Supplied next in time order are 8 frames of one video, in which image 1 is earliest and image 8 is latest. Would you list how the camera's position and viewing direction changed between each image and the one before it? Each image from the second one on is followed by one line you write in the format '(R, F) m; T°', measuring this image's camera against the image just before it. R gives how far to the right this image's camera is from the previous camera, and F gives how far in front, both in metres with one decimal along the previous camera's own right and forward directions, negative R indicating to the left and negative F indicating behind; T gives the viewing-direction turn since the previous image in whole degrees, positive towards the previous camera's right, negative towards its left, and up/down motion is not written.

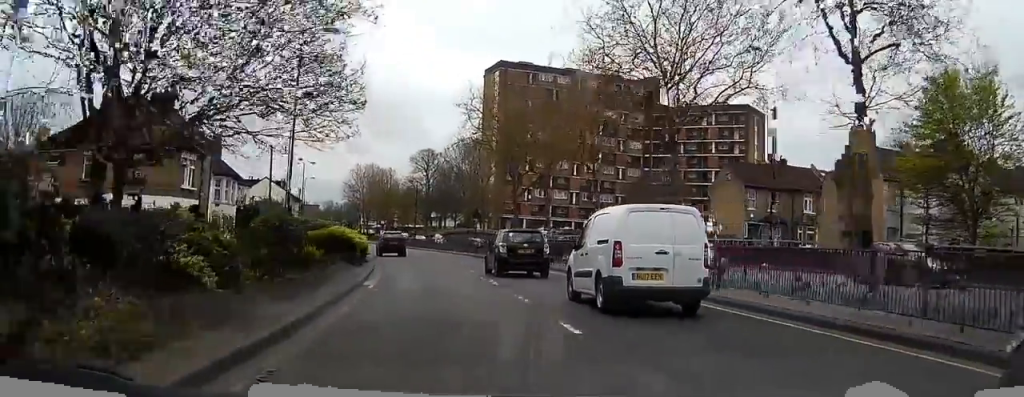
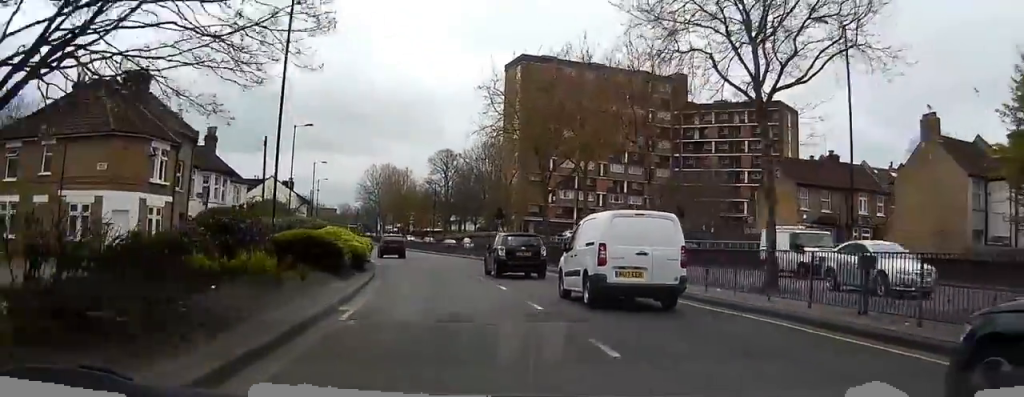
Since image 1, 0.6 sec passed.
(0.0, +6.6) m; -1°
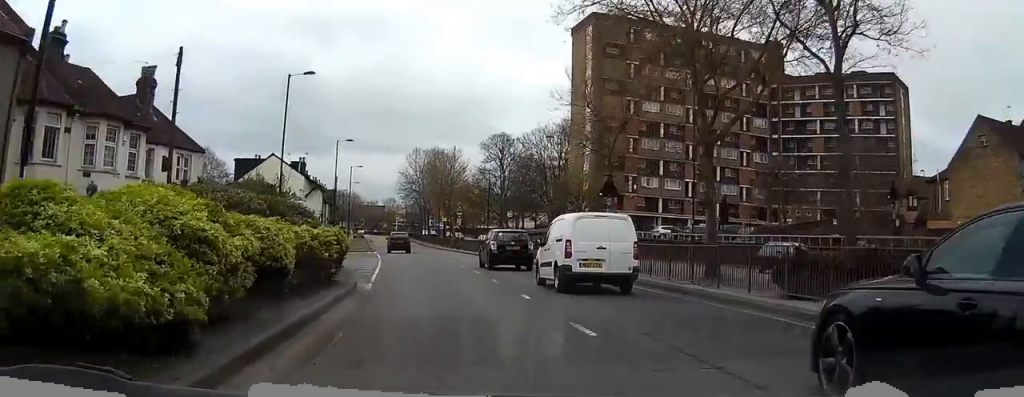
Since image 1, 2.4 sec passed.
(-0.5, +22.6) m; -4°
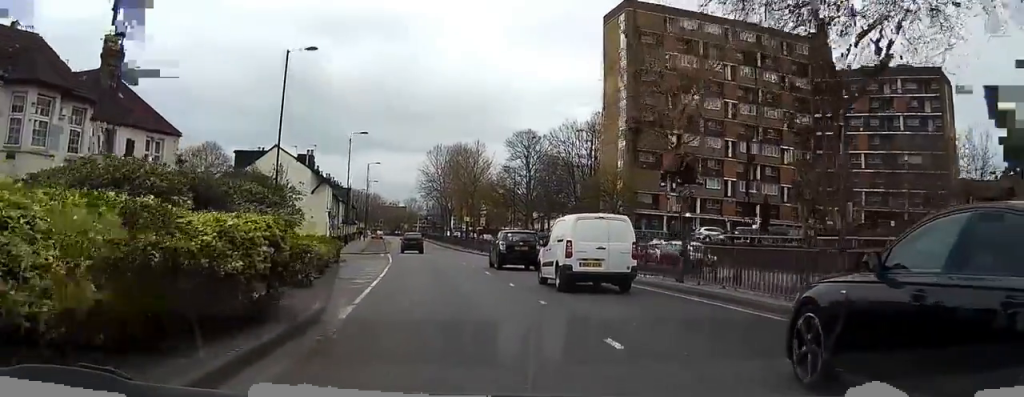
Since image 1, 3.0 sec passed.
(-0.2, +7.4) m; -2°
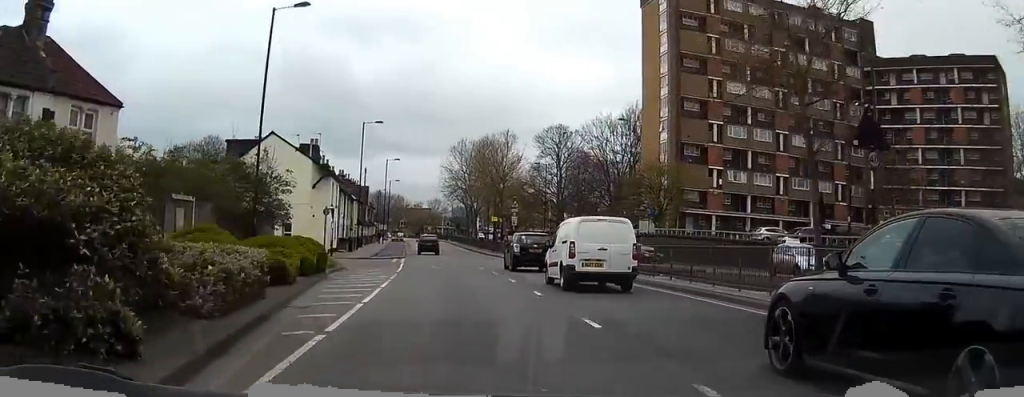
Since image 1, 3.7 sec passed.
(-0.2, +8.8) m; -2°
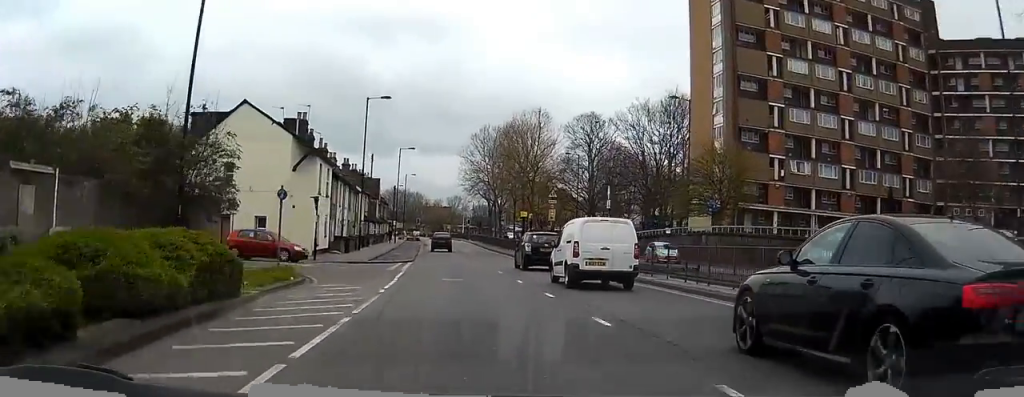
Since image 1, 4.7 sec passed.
(-0.3, +12.0) m; -2°
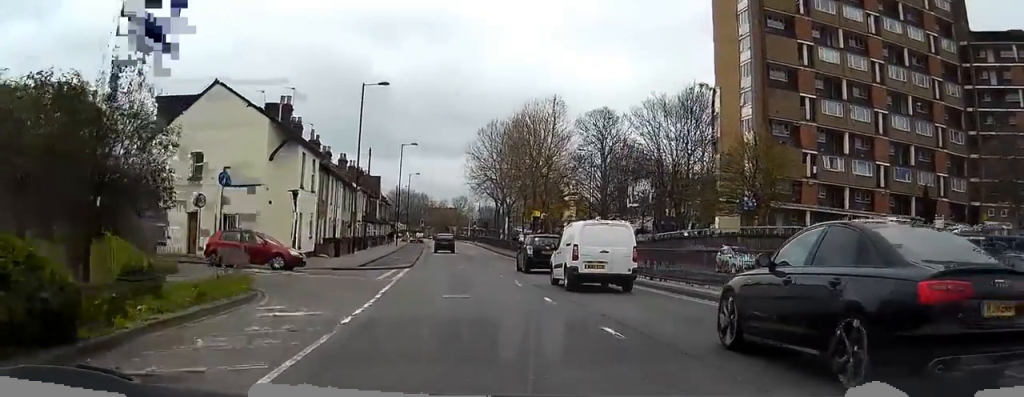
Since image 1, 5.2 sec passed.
(-0.1, +6.5) m; 0°
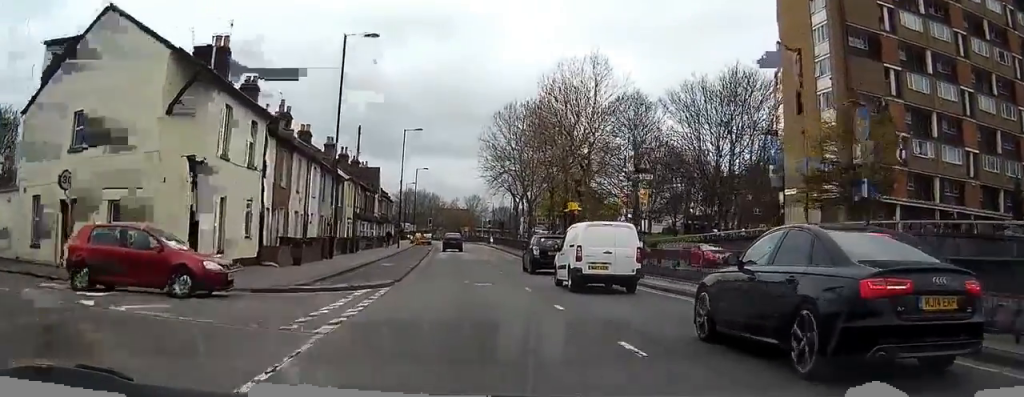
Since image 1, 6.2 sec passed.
(0.0, +13.5) m; 0°
